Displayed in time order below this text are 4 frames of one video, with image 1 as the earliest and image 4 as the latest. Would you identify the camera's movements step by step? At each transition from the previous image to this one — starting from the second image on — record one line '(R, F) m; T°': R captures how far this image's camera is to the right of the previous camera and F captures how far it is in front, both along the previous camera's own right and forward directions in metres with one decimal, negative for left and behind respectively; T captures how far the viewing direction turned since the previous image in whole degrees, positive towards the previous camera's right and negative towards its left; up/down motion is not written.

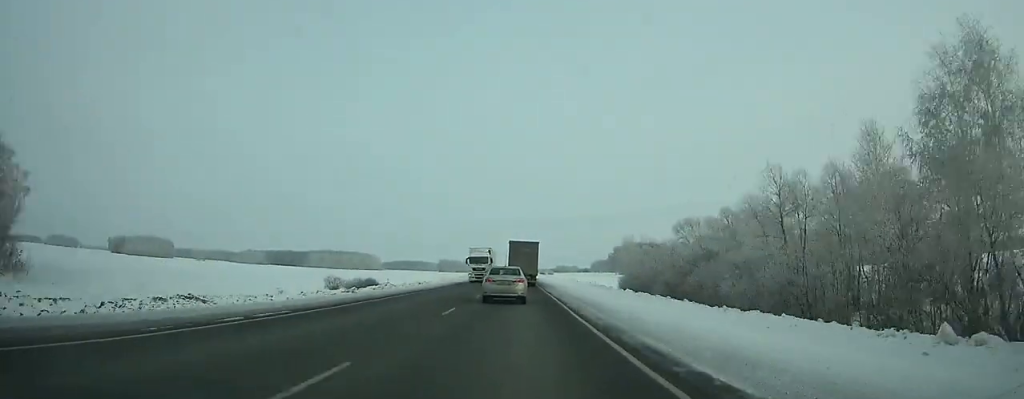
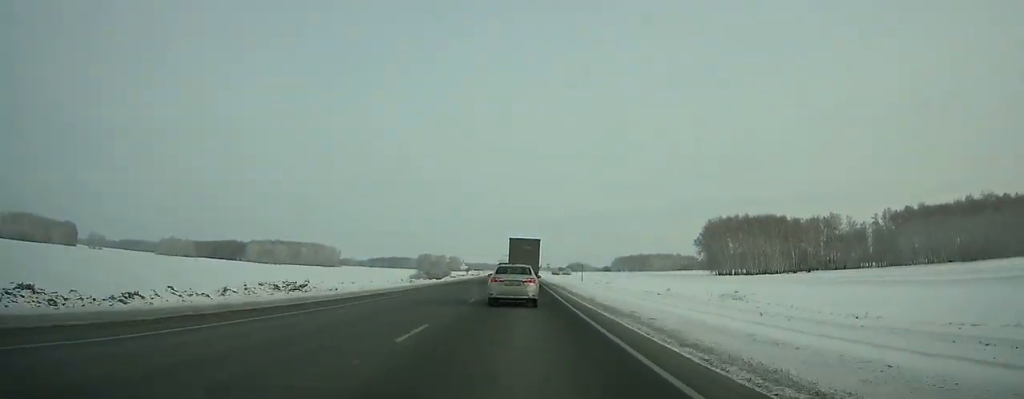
(-0.7, +208.4) m; 0°
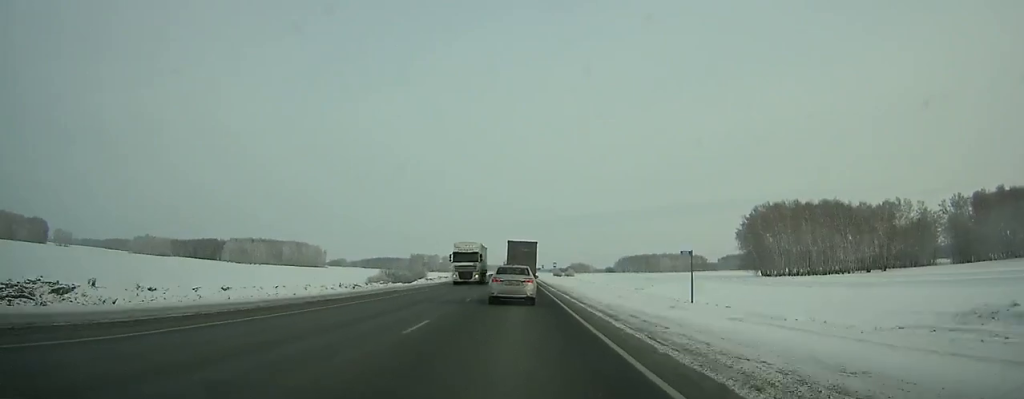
(0.0, +48.1) m; 0°
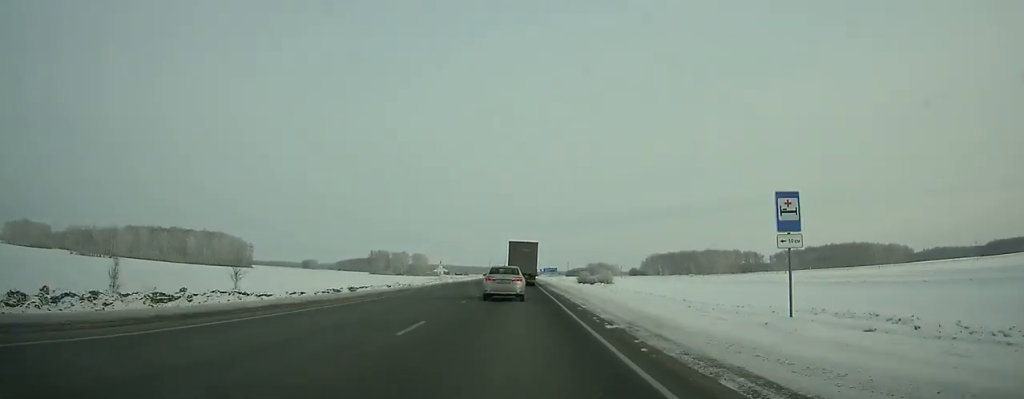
(+0.1, +180.8) m; 0°
